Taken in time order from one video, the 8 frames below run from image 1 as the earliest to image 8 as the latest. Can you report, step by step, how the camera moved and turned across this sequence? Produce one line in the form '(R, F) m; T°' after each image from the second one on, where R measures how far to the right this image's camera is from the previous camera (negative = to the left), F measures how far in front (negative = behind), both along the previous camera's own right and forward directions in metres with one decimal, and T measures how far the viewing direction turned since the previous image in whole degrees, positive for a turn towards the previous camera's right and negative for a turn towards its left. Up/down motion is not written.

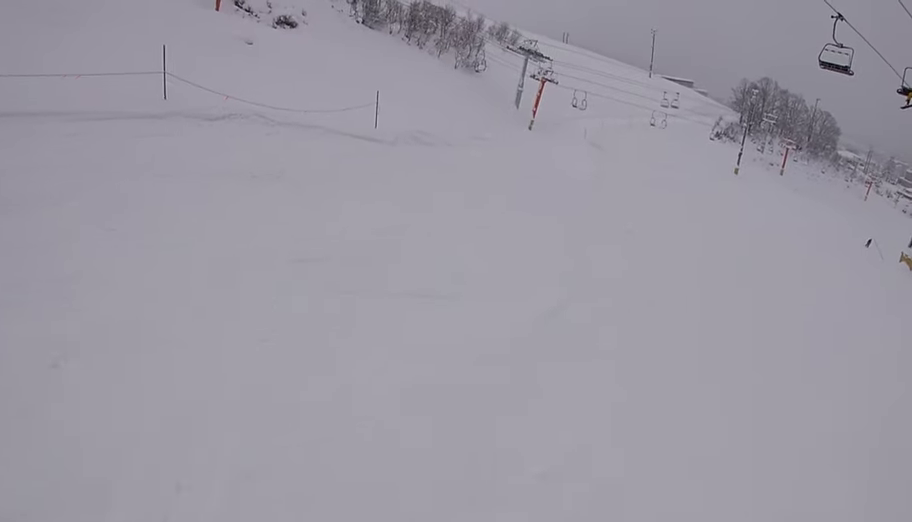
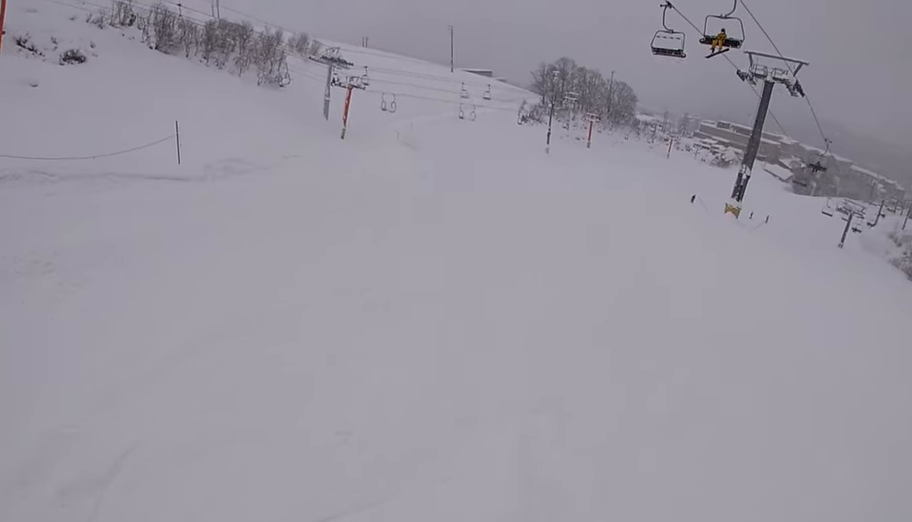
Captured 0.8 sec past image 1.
(-0.1, +2.8) m; +13°
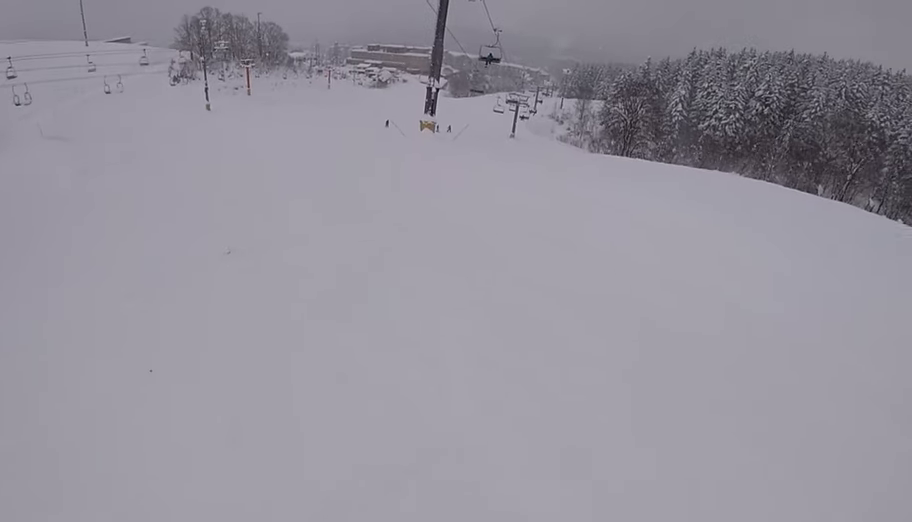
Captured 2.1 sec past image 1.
(+1.8, +4.6) m; +49°
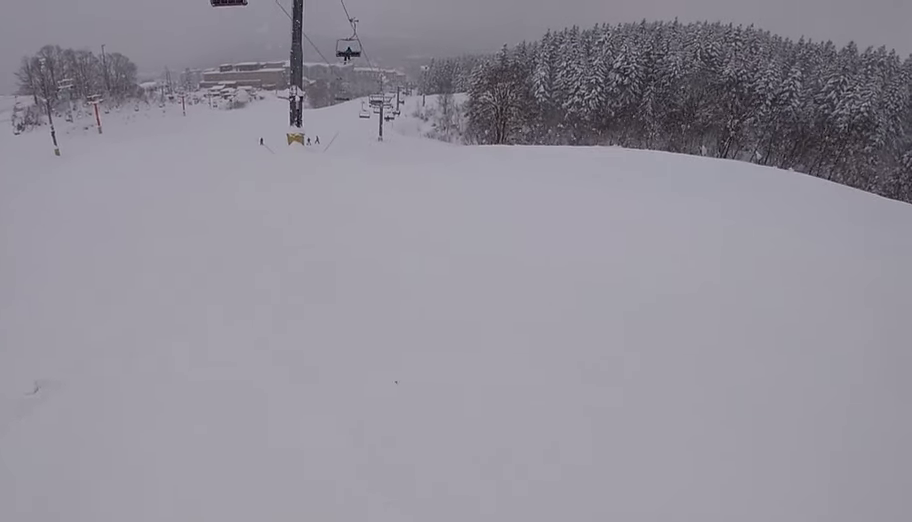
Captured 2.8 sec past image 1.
(+1.0, +3.3) m; +7°
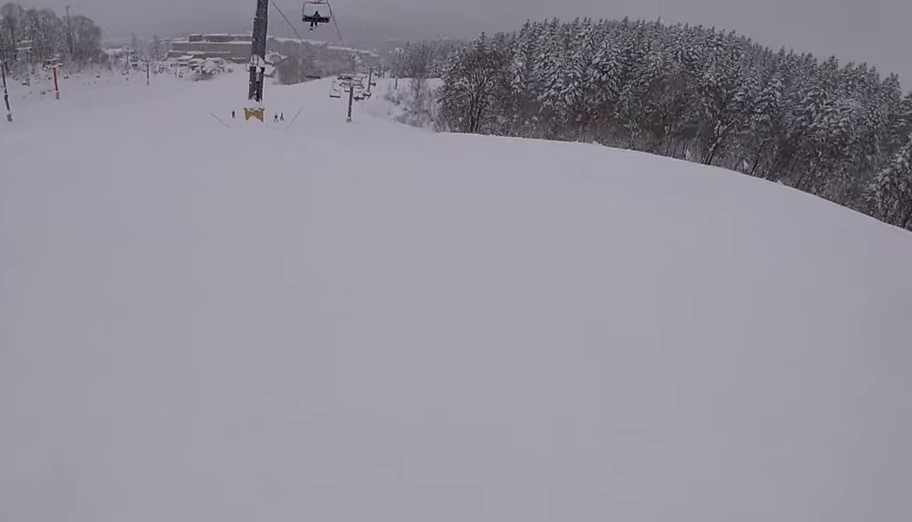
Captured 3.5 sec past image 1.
(+0.1, +2.7) m; -4°
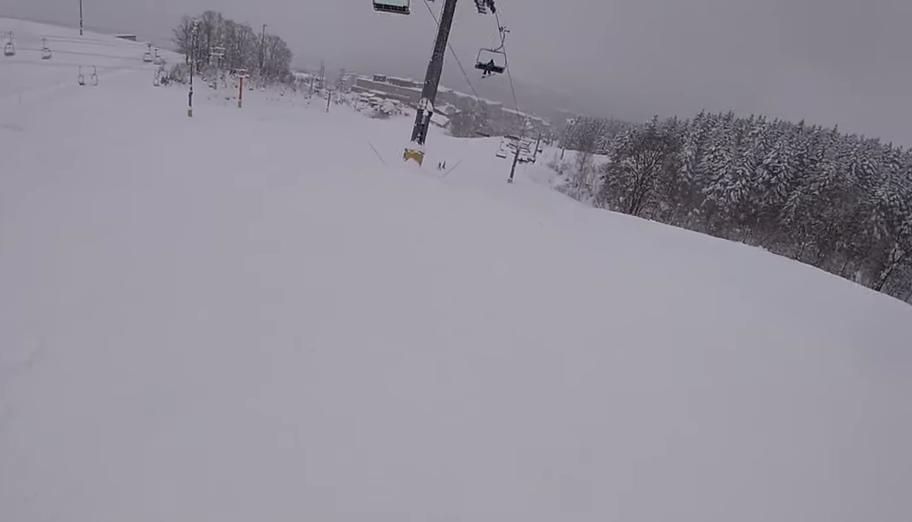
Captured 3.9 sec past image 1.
(-0.3, +2.0) m; -8°
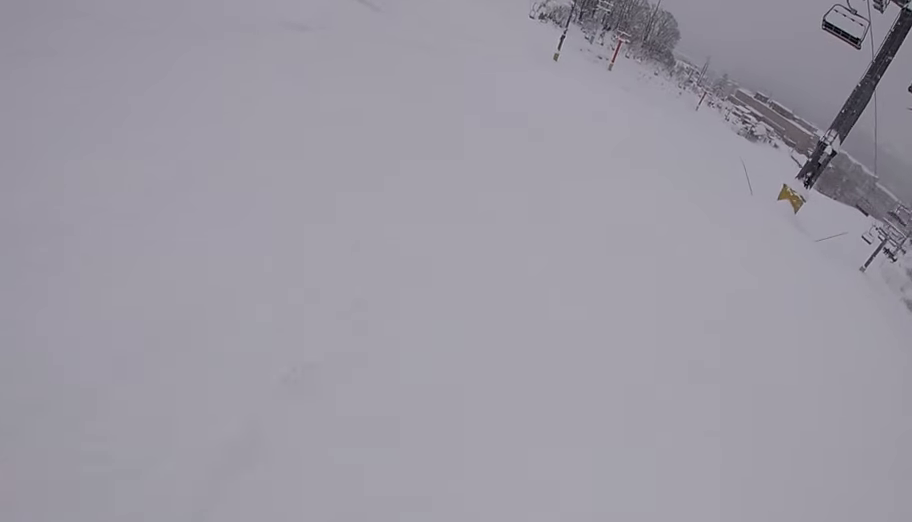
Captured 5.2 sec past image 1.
(-0.9, +6.4) m; -24°
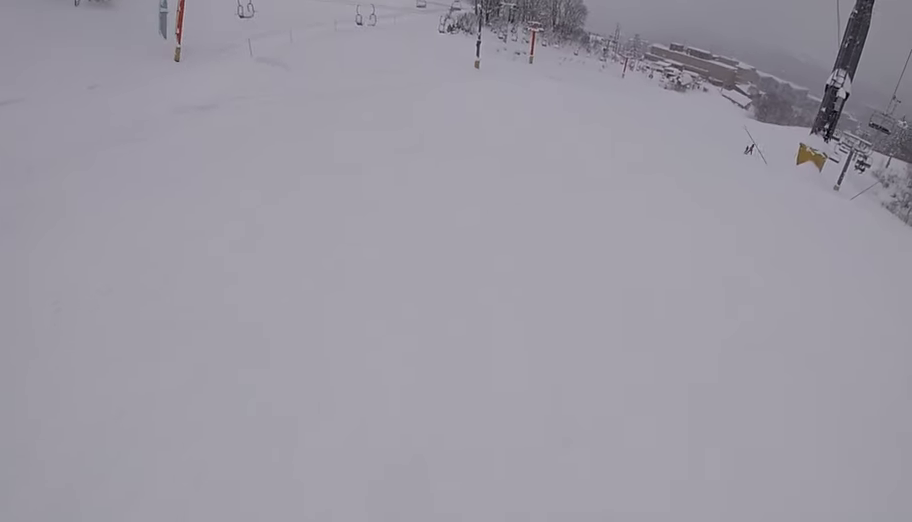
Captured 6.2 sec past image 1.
(-1.2, +4.8) m; -1°
